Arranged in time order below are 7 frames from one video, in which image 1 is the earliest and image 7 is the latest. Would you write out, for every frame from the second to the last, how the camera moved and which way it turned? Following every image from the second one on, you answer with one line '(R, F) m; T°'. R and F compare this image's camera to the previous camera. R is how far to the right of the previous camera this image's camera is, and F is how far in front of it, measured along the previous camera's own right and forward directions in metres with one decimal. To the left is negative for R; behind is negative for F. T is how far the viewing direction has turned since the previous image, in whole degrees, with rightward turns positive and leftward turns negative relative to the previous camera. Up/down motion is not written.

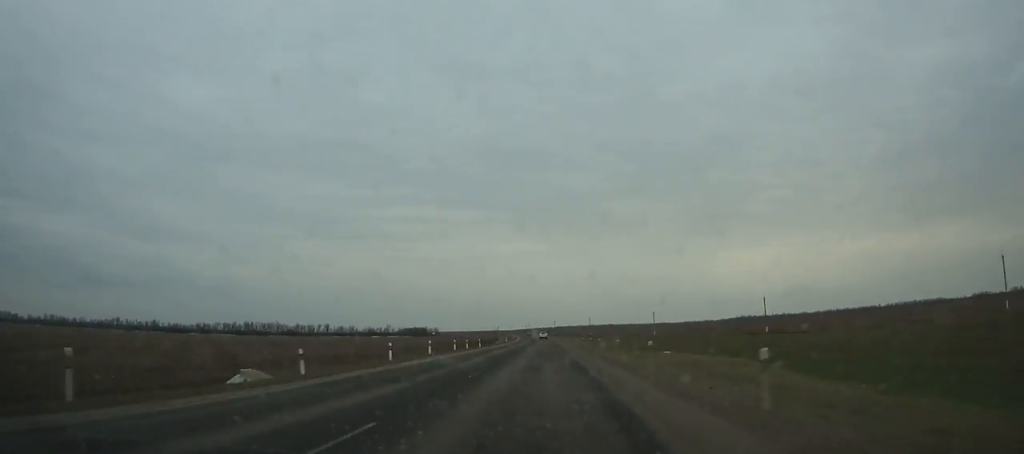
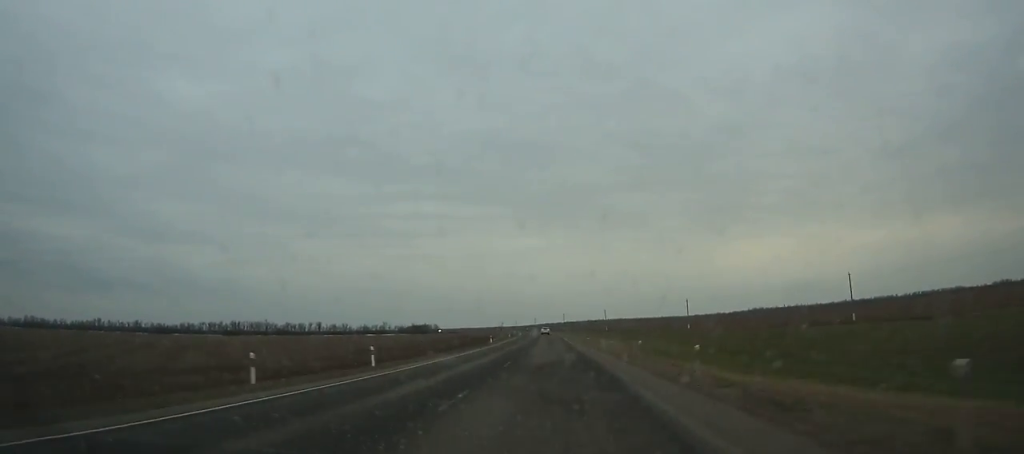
(-0.4, +43.3) m; -1°
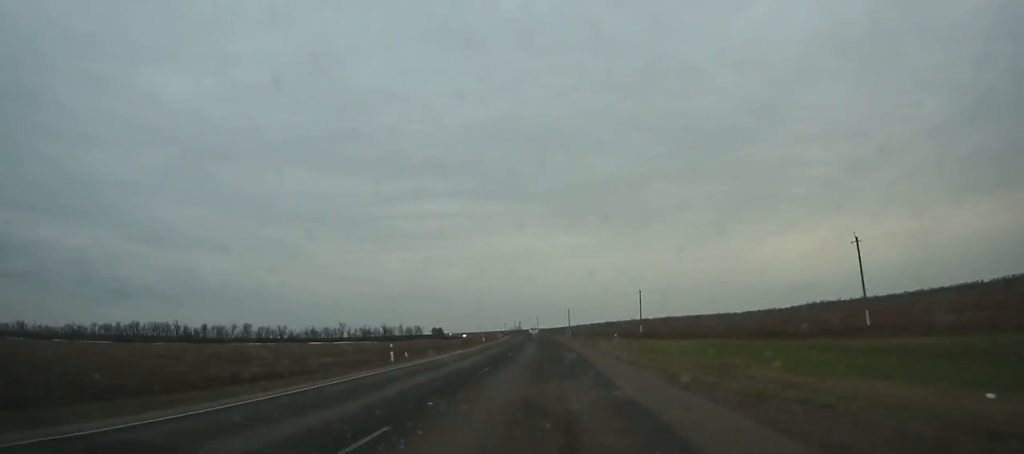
(-6.3, +194.0) m; -4°
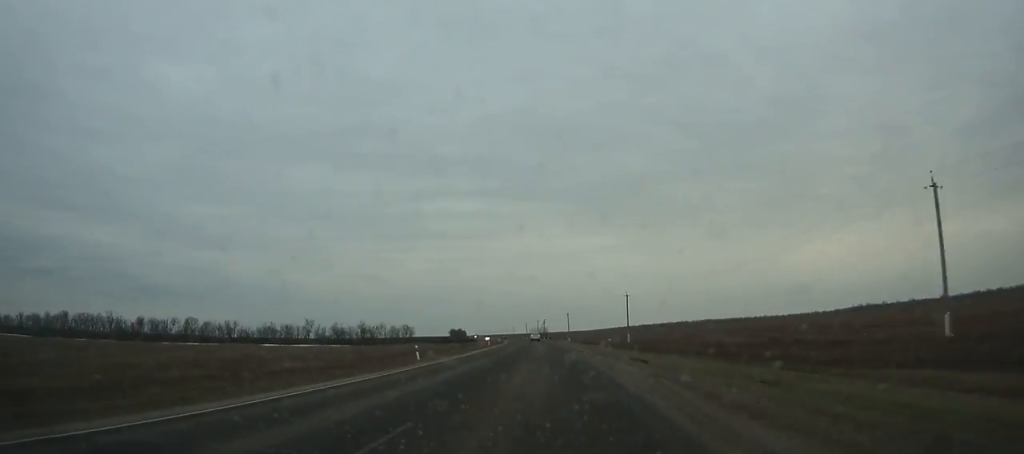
(-2.5, +94.5) m; -3°
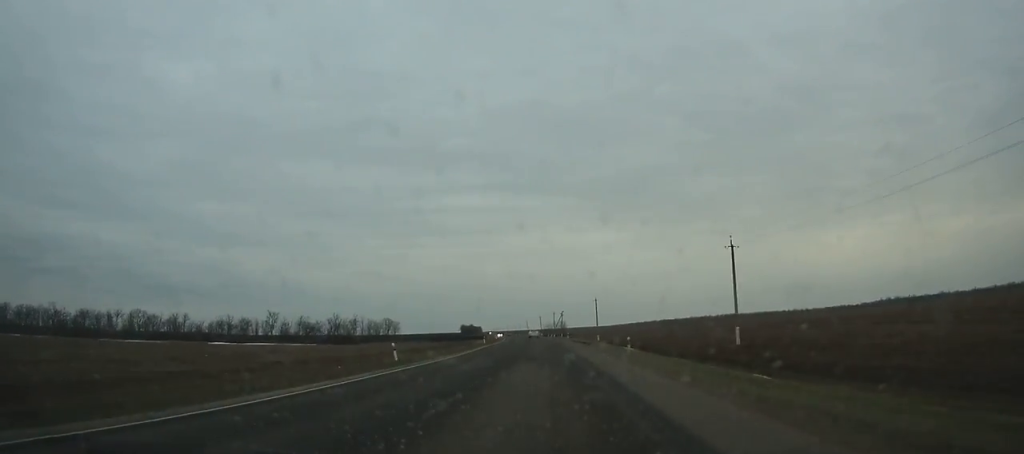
(-0.9, +56.2) m; -2°
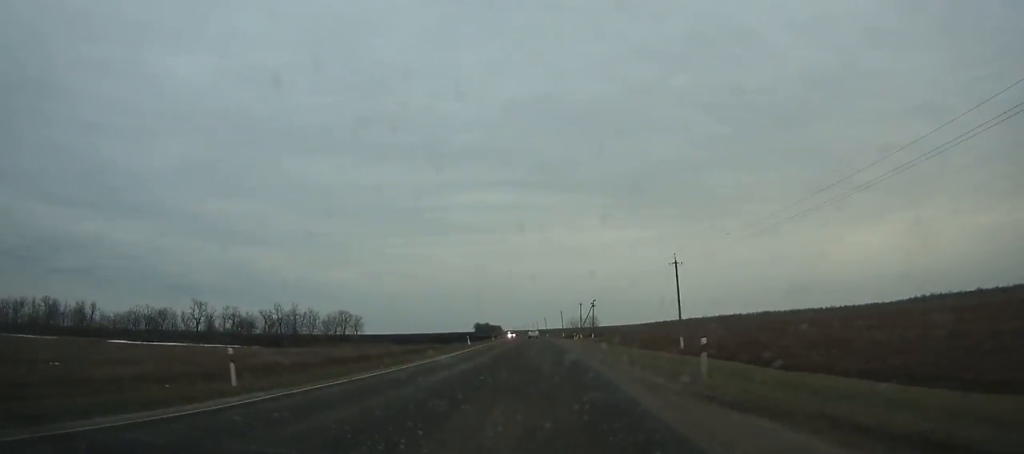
(-1.2, +65.2) m; -2°
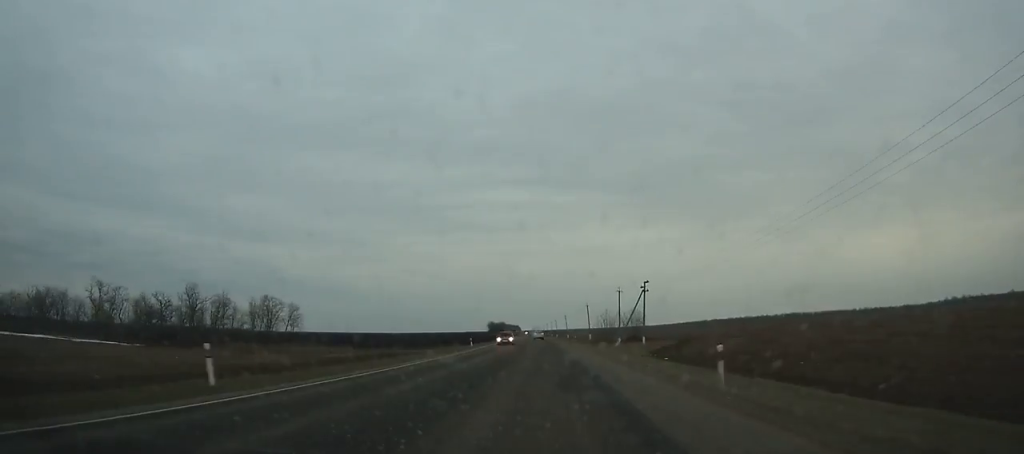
(-0.6, +51.1) m; -2°
